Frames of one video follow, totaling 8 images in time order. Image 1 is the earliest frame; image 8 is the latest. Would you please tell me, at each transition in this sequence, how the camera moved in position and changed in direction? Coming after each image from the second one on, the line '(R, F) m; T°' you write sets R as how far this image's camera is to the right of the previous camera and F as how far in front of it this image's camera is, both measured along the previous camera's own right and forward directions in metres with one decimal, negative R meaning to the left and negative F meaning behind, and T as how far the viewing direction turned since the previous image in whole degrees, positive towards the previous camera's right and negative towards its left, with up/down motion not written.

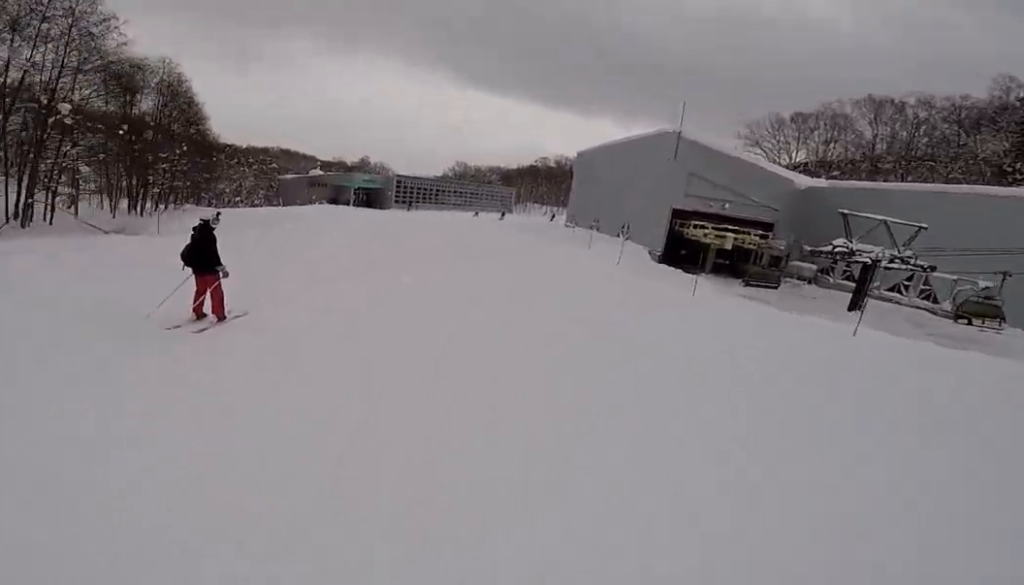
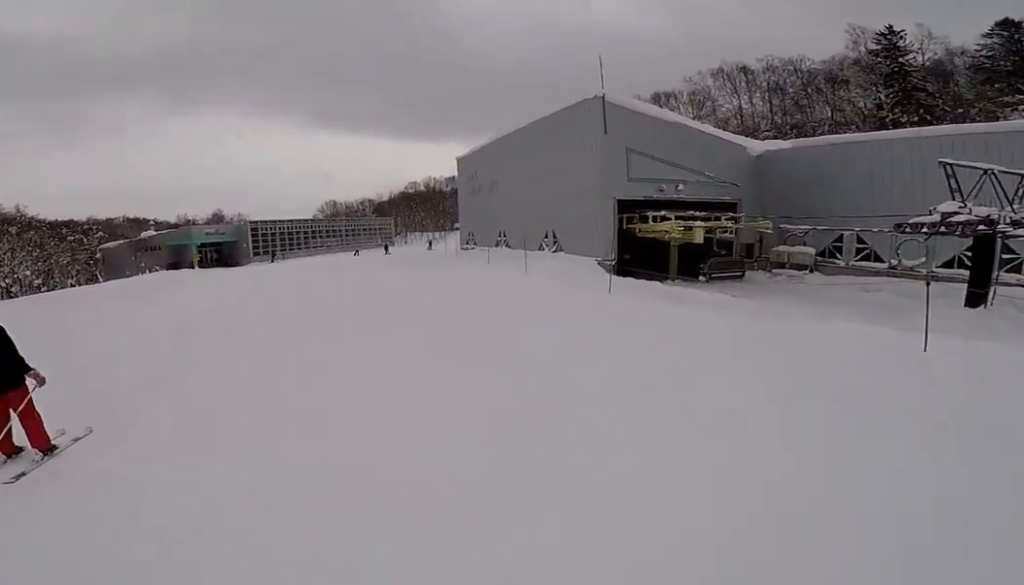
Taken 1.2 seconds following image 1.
(-0.7, +13.6) m; -4°
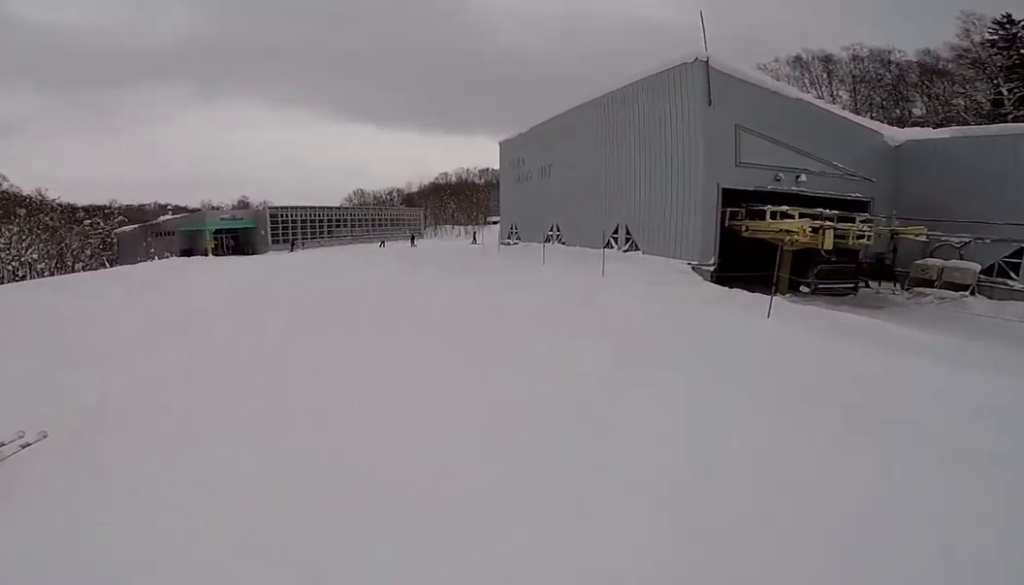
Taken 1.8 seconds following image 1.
(+0.1, +5.8) m; -2°
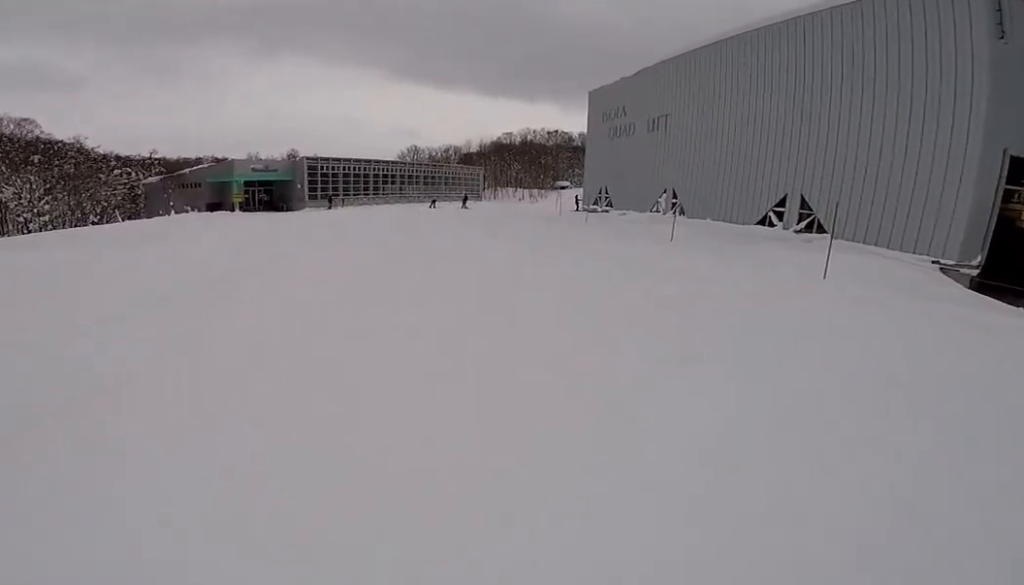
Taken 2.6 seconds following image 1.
(-0.4, +8.4) m; -3°
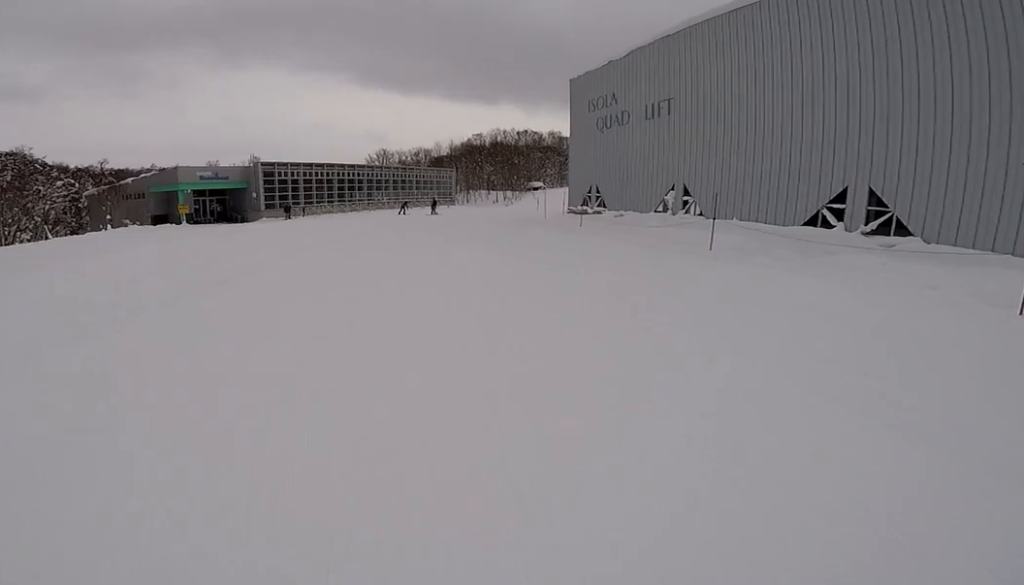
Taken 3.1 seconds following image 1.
(-0.1, +4.9) m; 0°
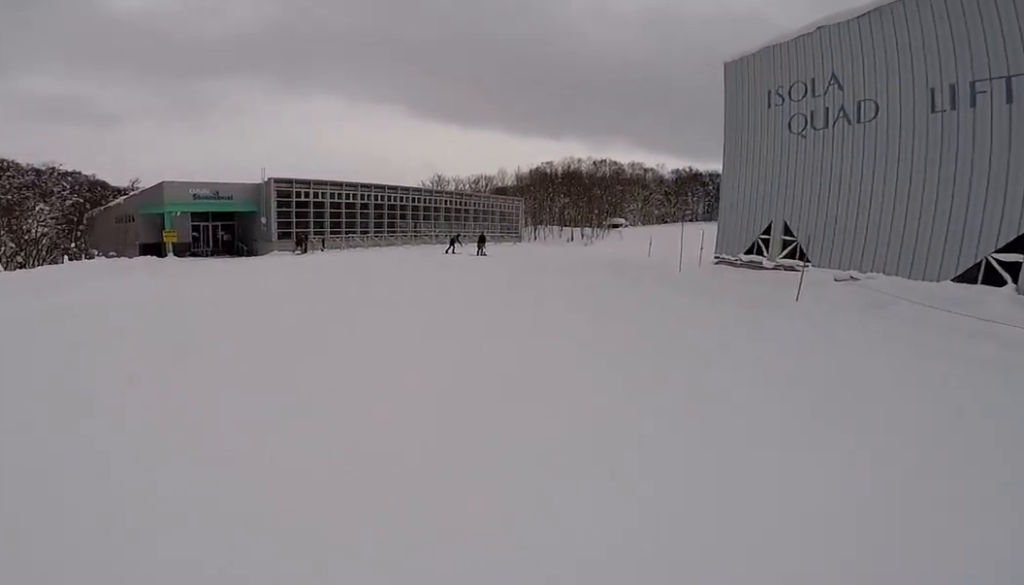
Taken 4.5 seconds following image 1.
(+1.1, +11.8) m; +12°
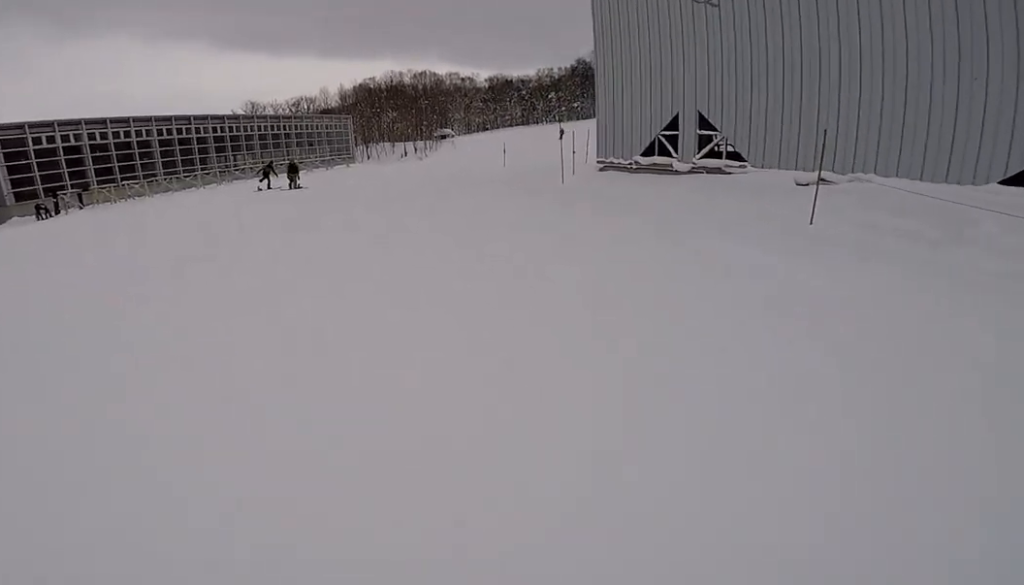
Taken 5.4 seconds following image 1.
(+0.5, +6.8) m; +4°
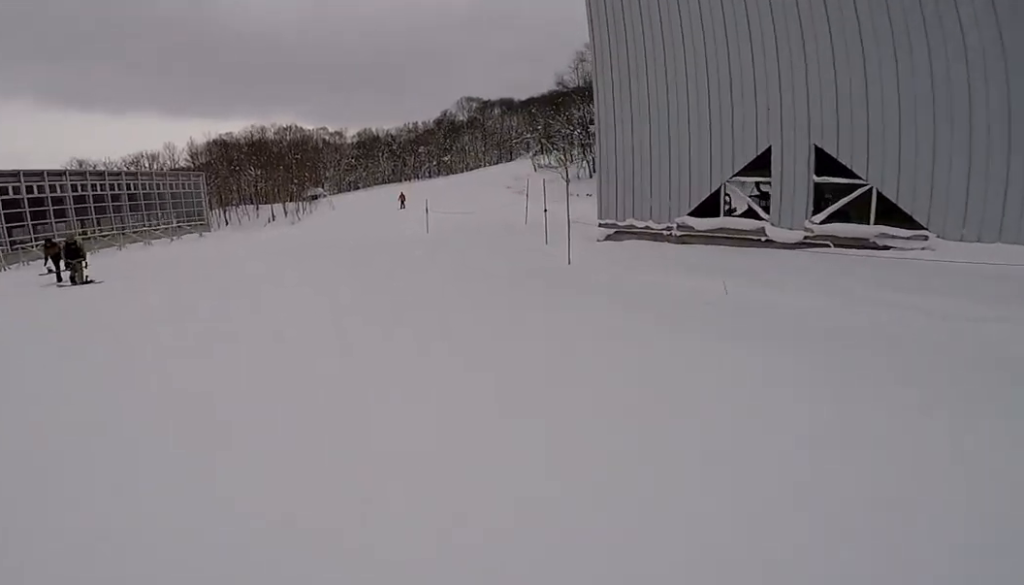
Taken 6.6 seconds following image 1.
(0.0, +7.5) m; +5°
